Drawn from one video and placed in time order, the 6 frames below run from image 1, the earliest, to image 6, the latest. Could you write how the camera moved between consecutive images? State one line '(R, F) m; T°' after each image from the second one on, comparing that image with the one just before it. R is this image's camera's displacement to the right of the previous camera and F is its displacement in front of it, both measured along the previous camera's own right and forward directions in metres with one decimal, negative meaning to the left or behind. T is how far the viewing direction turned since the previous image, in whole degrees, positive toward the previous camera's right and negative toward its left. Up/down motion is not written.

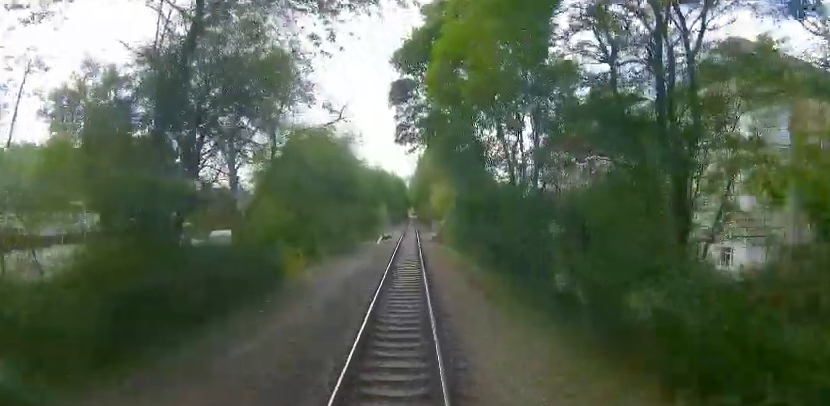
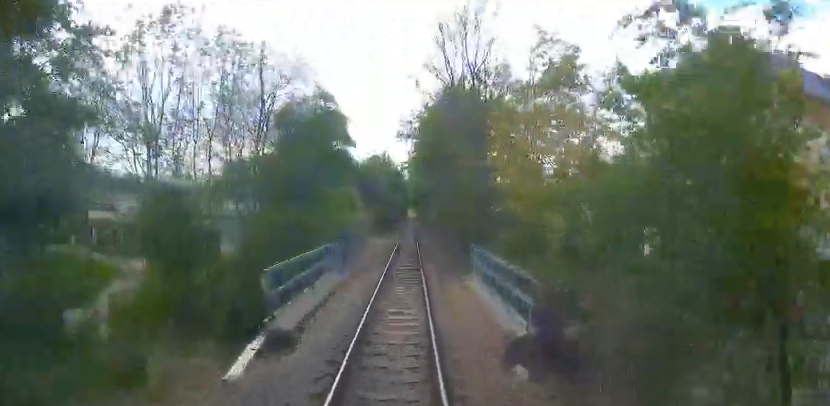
(-1.0, +33.4) m; -2°
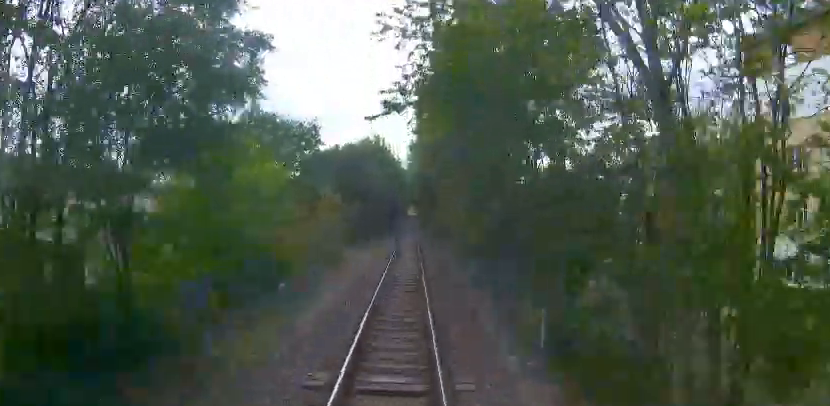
(0.0, +15.1) m; 0°
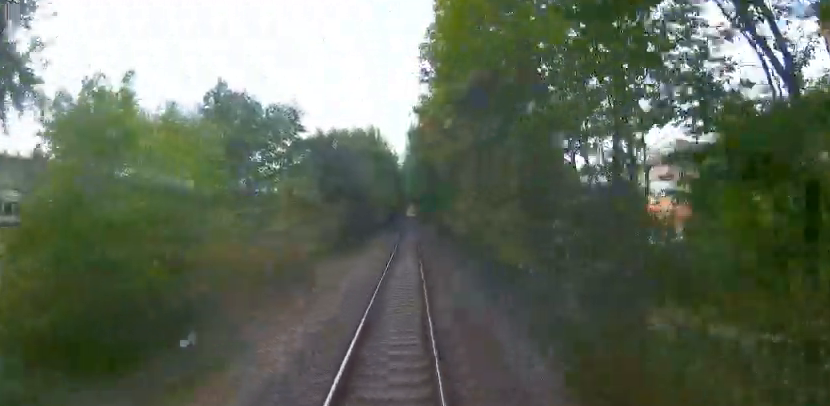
(0.0, +7.3) m; 0°
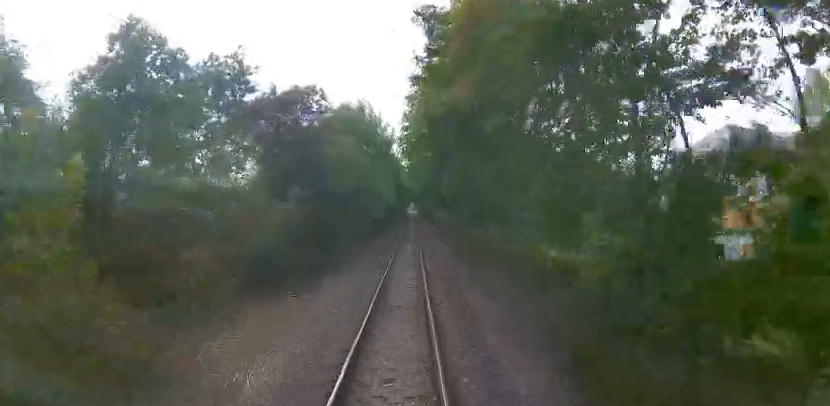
(0.0, +12.0) m; 0°
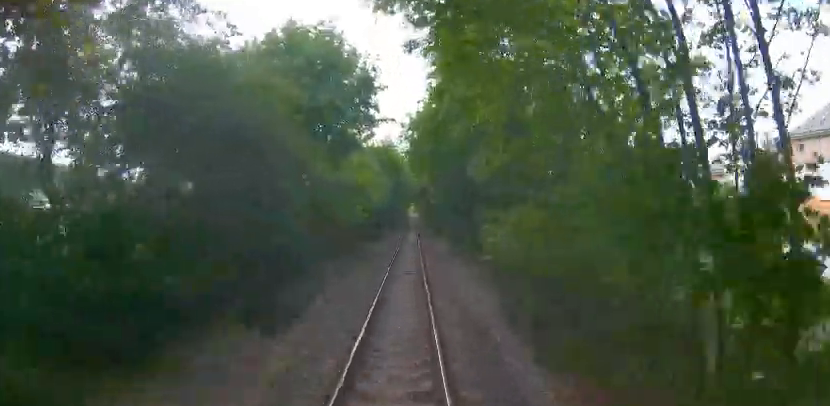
(0.0, +19.1) m; +1°
